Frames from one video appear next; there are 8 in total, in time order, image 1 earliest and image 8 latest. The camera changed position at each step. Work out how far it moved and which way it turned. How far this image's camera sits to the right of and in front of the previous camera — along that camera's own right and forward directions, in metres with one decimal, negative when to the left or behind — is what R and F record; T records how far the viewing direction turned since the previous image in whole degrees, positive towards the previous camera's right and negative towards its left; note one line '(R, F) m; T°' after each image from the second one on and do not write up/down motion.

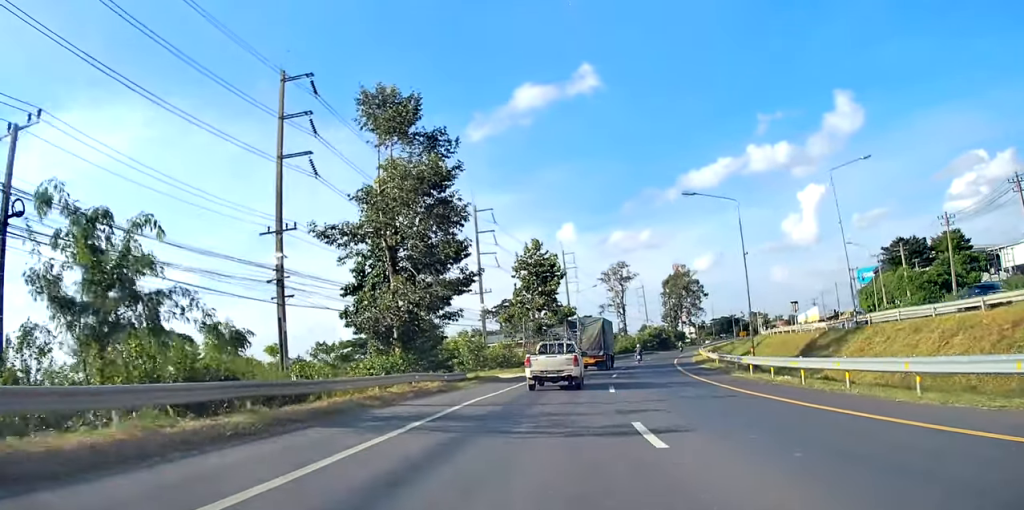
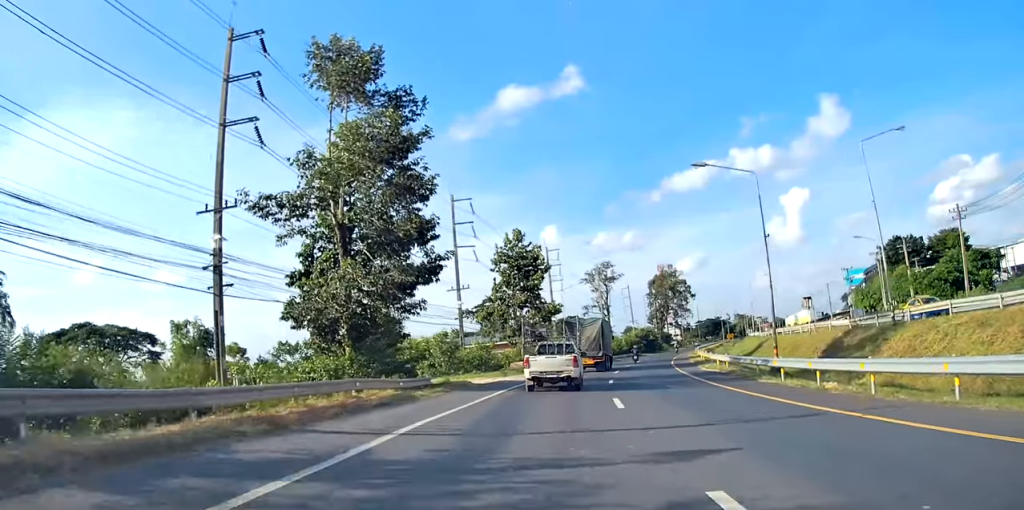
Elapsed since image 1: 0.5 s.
(-0.4, +6.1) m; 0°
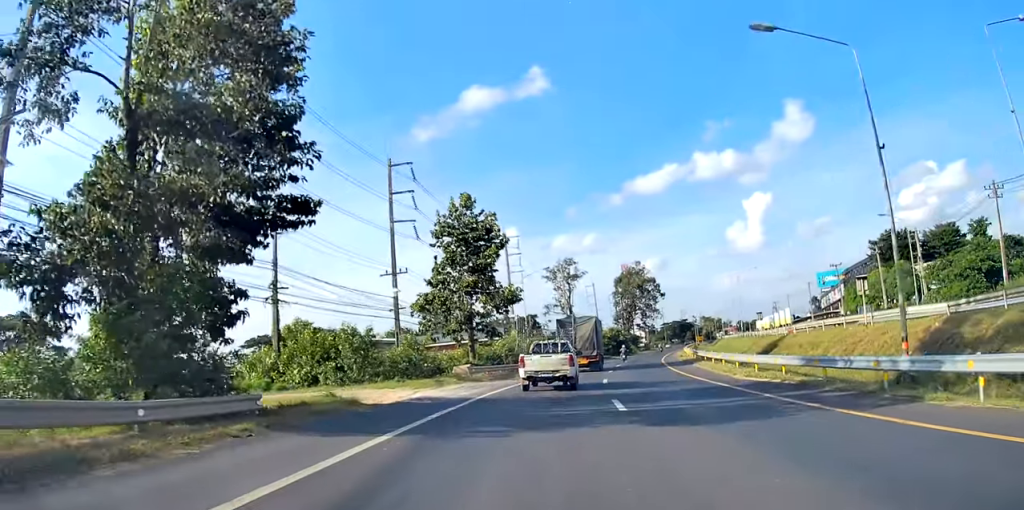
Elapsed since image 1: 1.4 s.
(+0.8, +12.7) m; +7°
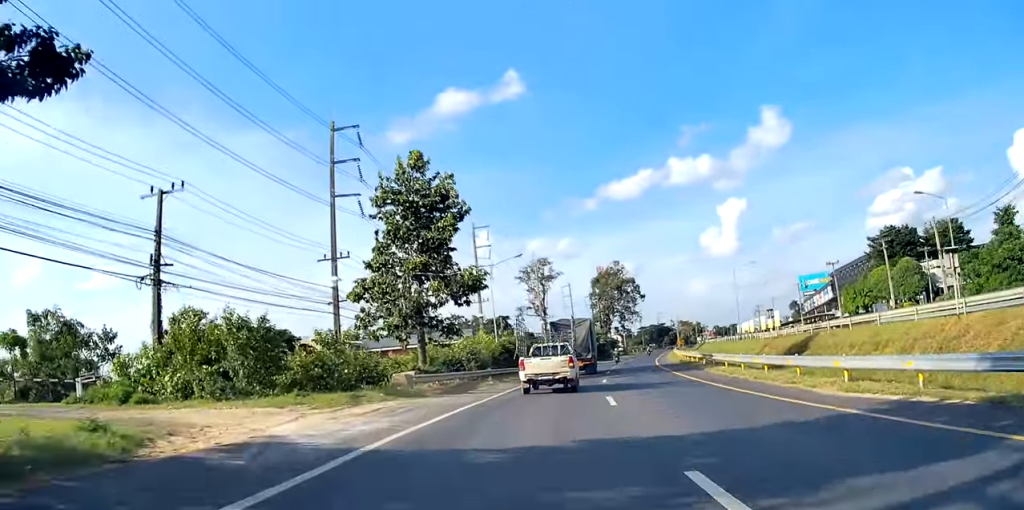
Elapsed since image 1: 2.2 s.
(+0.7, +10.4) m; +3°
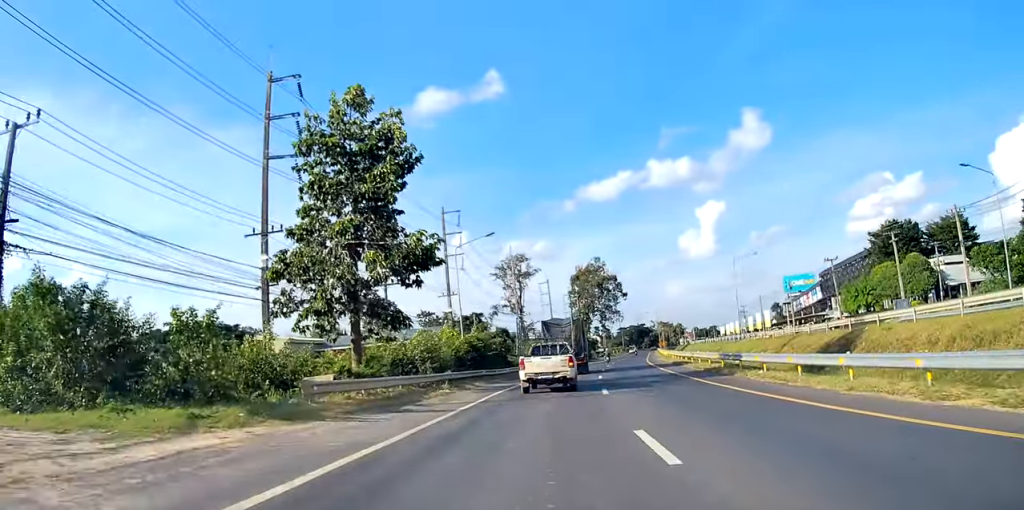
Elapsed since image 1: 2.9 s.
(+0.1, +9.2) m; +1°
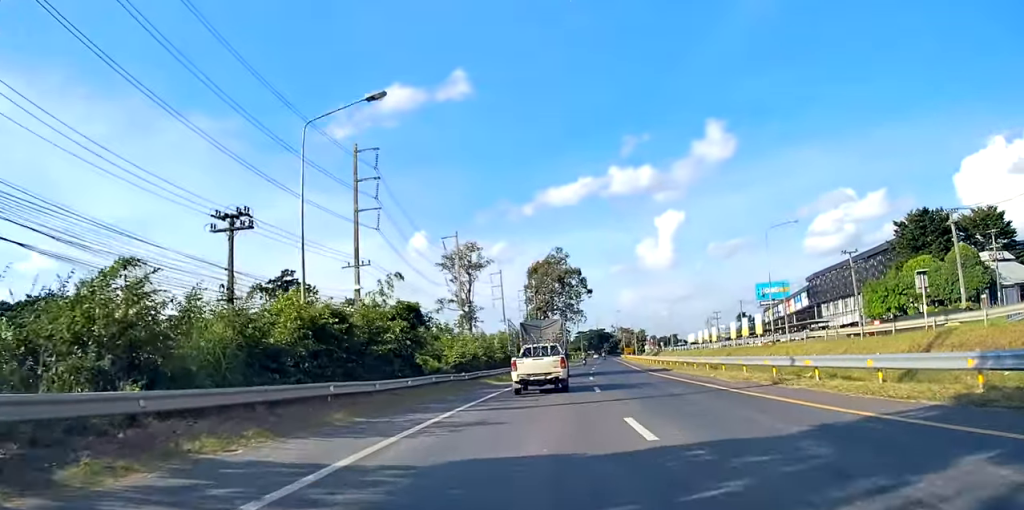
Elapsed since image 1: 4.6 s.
(+0.2, +21.7) m; +2°
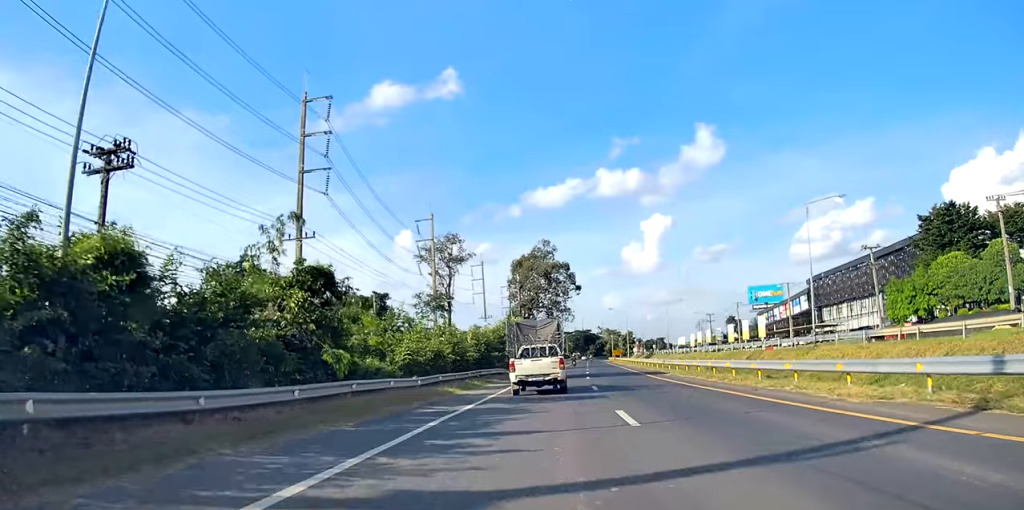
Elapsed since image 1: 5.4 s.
(-0.1, +10.3) m; +4°
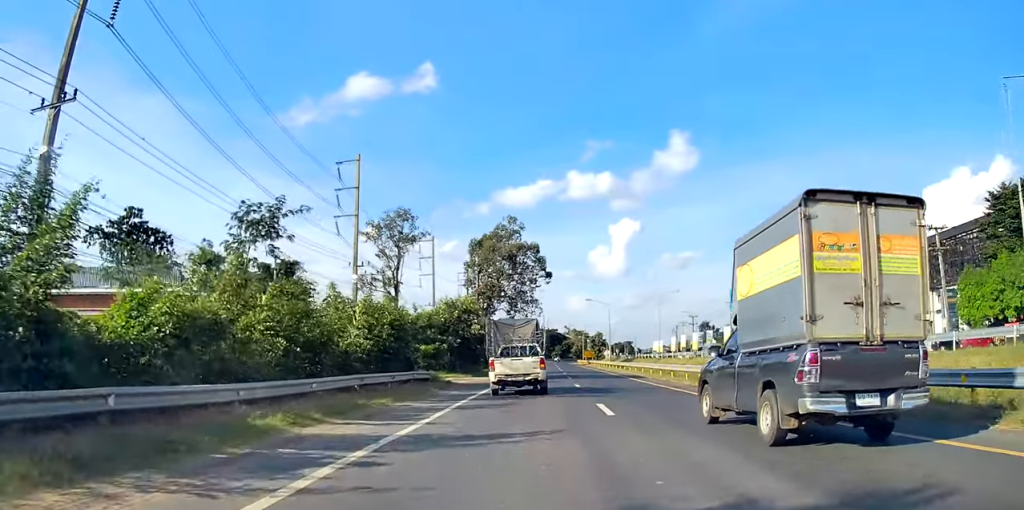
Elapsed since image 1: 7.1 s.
(+1.5, +22.1) m; +6°
